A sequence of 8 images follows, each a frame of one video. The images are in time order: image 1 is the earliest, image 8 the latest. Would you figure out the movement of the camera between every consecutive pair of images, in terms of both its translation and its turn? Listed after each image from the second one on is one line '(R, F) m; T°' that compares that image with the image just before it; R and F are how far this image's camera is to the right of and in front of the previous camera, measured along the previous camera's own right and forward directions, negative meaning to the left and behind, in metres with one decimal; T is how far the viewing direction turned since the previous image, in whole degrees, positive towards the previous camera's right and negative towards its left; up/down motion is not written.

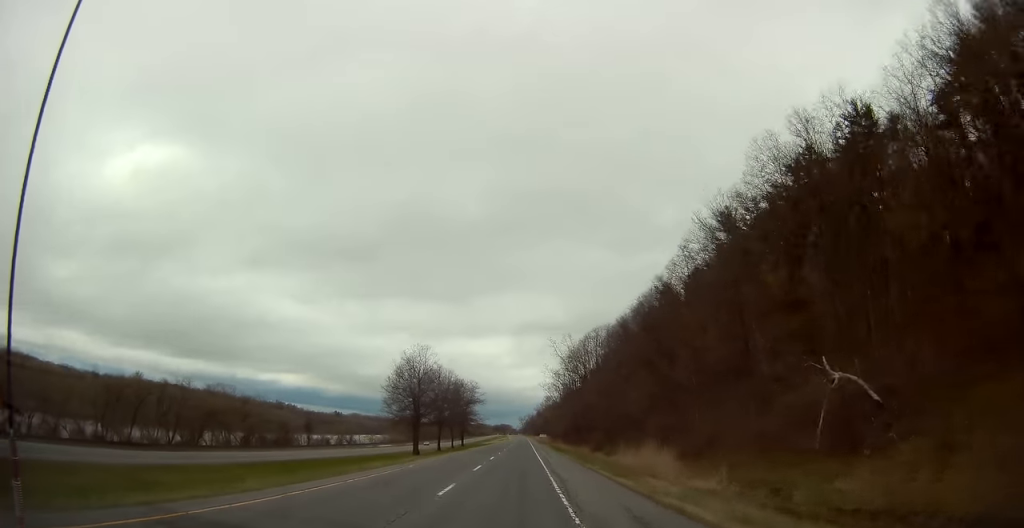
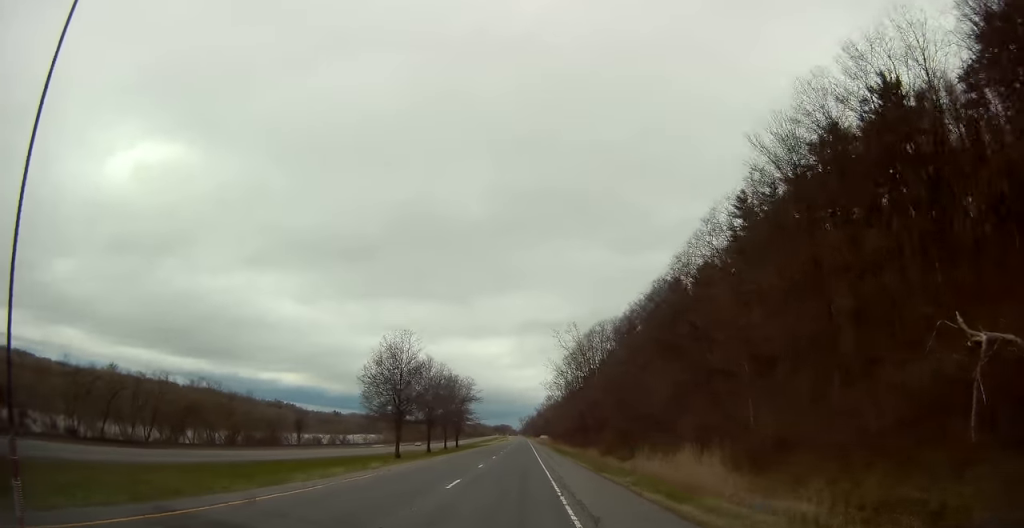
(+0.2, +10.1) m; 0°
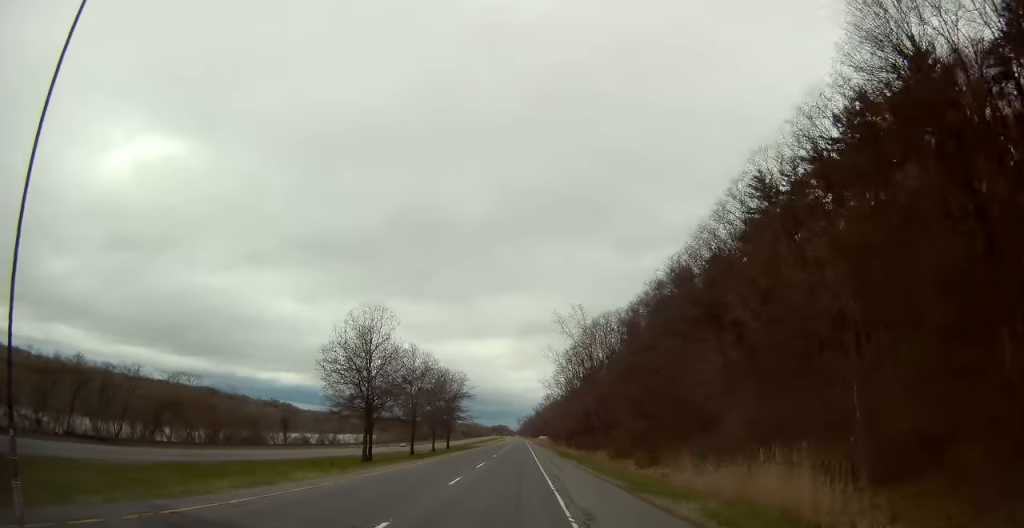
(-0.1, +11.0) m; 0°
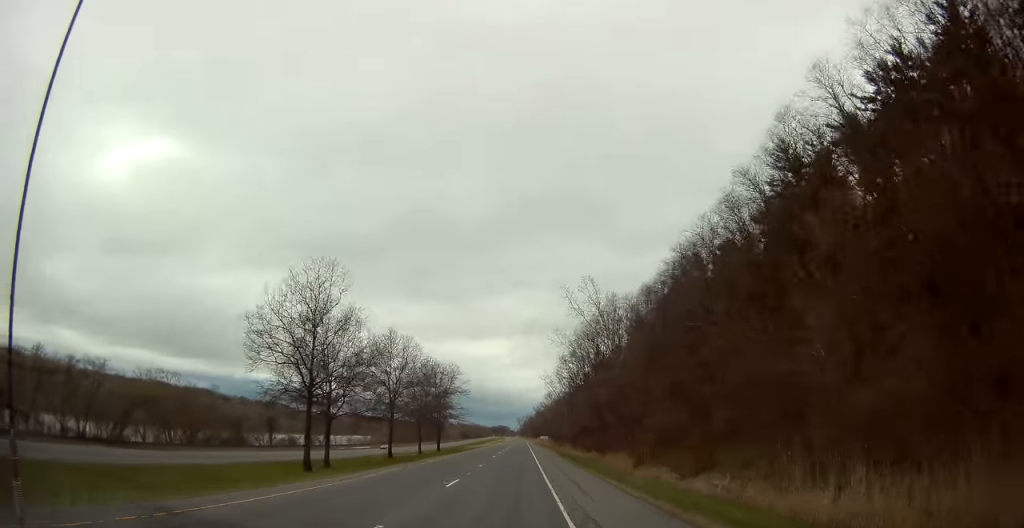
(-0.2, +12.7) m; 0°
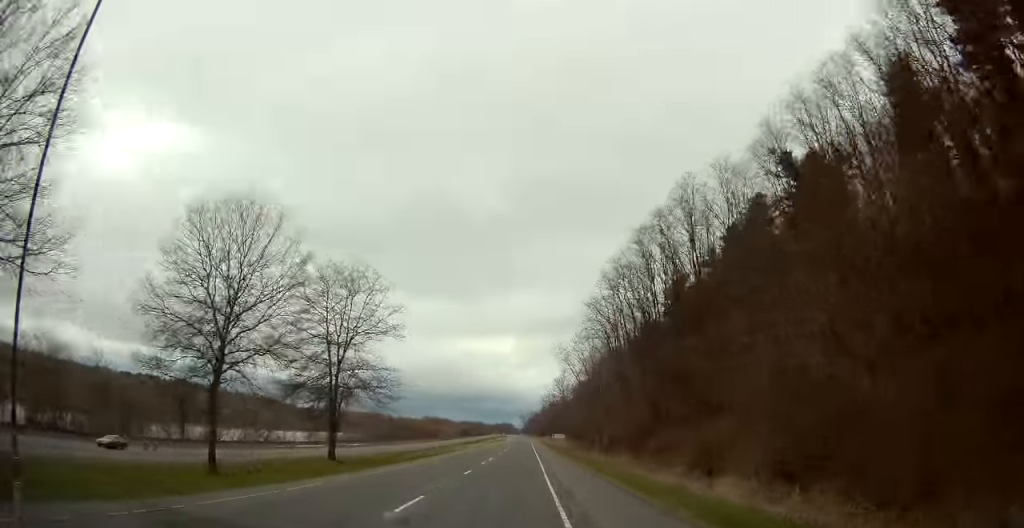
(+0.8, +57.1) m; 0°
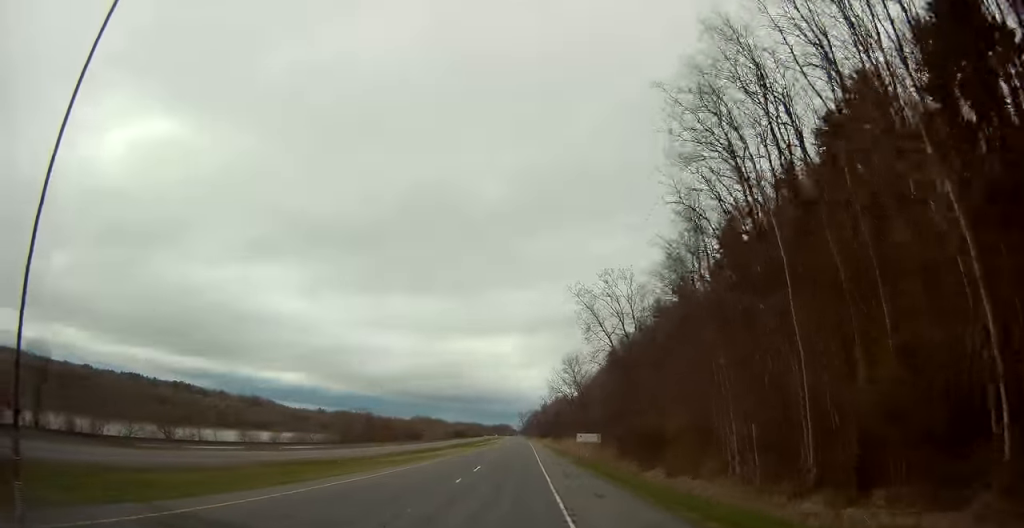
(-0.8, +53.7) m; 0°
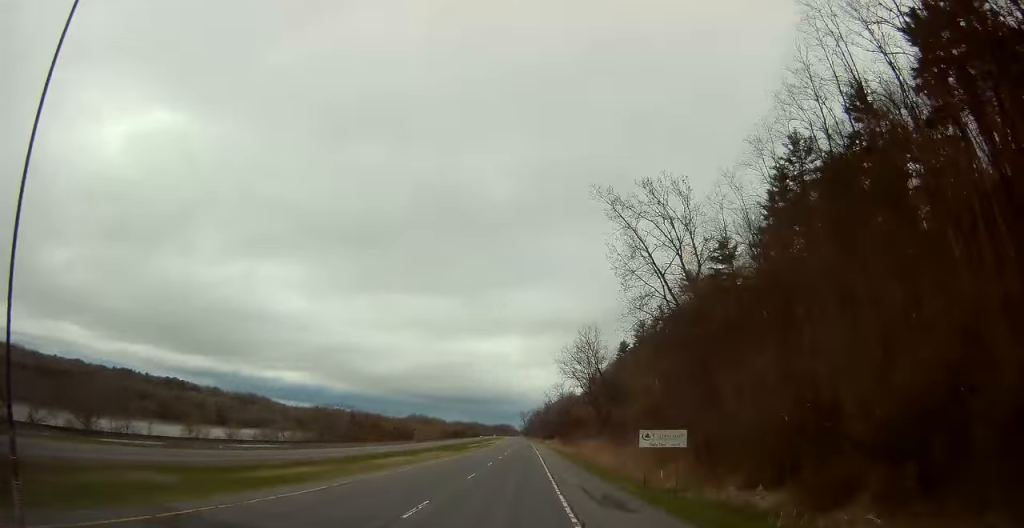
(+0.2, +30.7) m; 0°
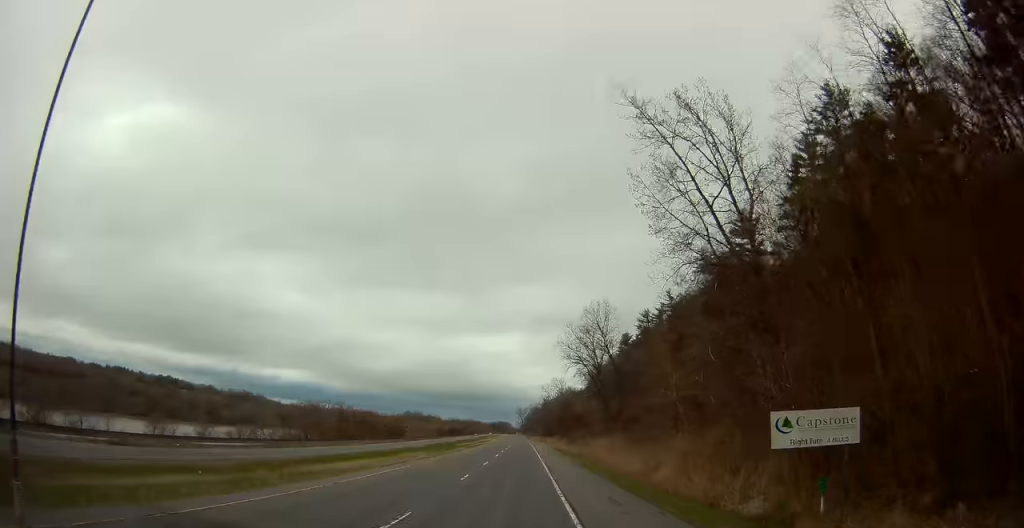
(-0.3, +14.5) m; 0°
